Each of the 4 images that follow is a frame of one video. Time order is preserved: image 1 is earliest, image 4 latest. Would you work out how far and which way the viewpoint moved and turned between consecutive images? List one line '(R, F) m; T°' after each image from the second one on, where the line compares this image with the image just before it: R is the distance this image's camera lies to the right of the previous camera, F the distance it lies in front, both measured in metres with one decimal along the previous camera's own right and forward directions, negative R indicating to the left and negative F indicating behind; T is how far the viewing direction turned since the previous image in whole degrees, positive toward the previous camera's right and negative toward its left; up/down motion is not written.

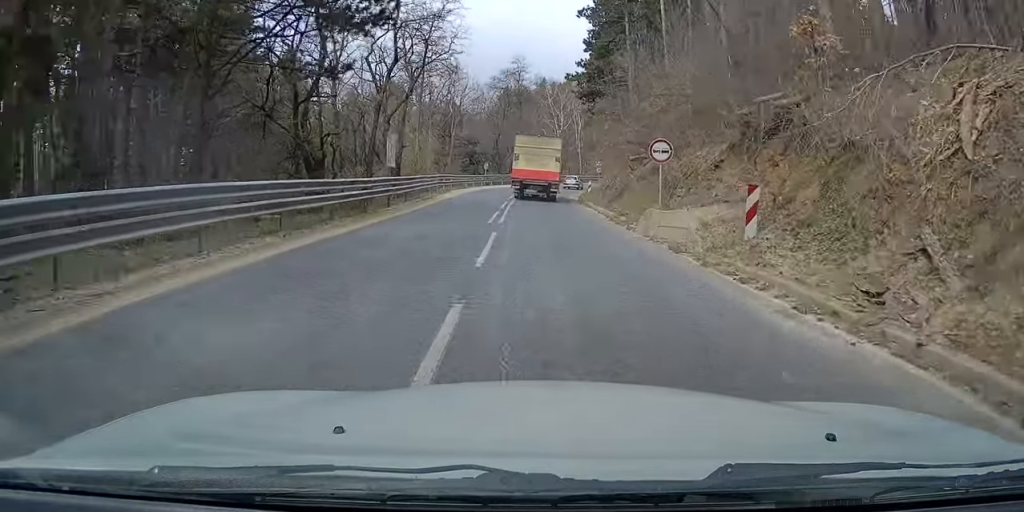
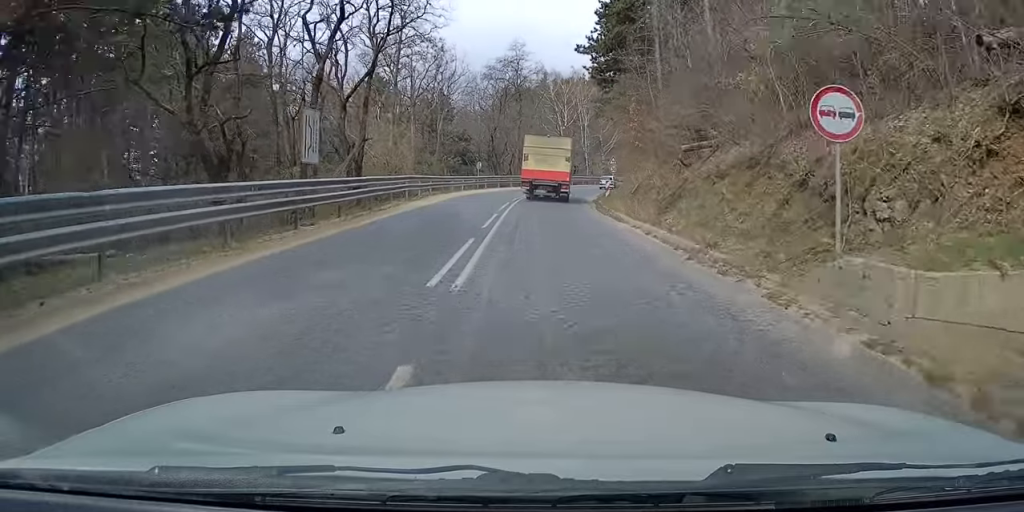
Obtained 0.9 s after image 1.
(0.0, +10.9) m; 0°
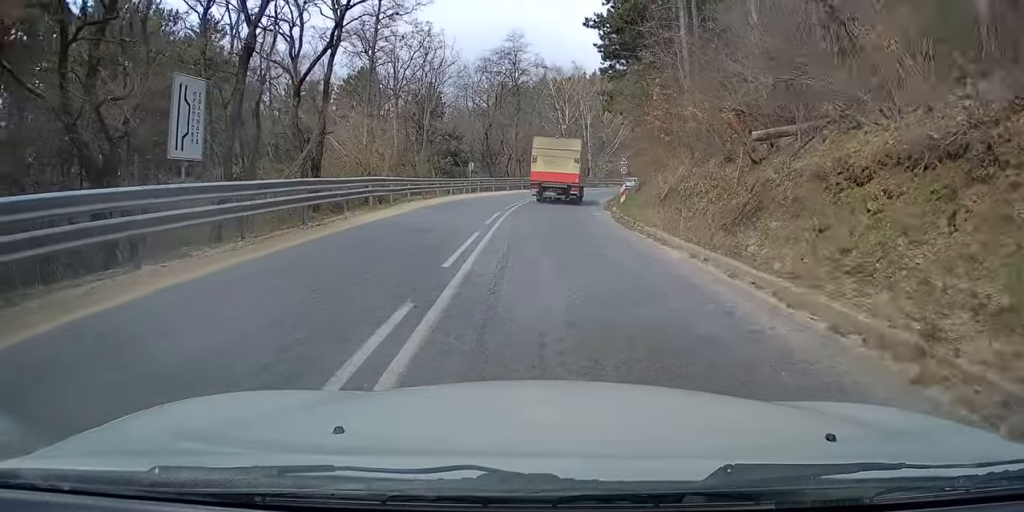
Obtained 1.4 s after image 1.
(0.0, +6.9) m; 0°
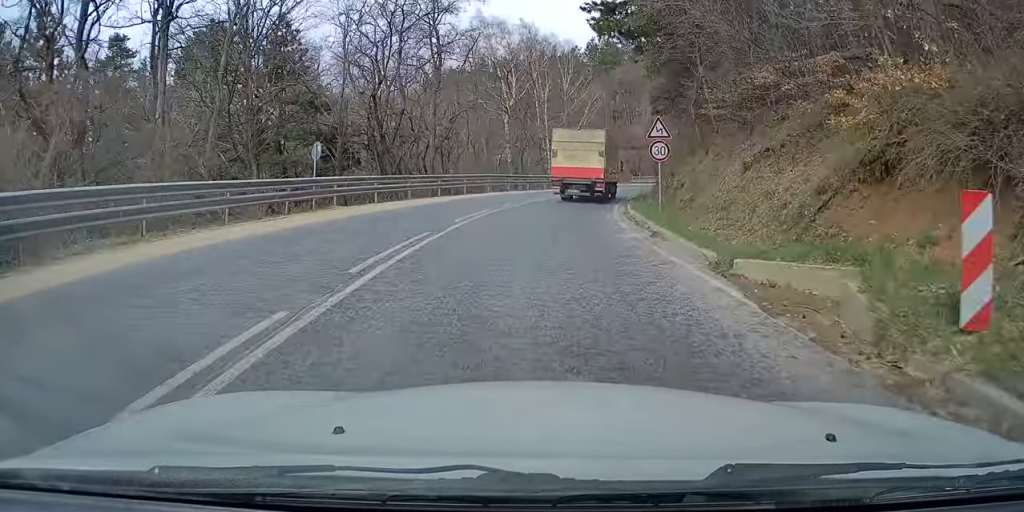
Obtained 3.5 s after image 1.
(+0.6, +27.2) m; +5°
